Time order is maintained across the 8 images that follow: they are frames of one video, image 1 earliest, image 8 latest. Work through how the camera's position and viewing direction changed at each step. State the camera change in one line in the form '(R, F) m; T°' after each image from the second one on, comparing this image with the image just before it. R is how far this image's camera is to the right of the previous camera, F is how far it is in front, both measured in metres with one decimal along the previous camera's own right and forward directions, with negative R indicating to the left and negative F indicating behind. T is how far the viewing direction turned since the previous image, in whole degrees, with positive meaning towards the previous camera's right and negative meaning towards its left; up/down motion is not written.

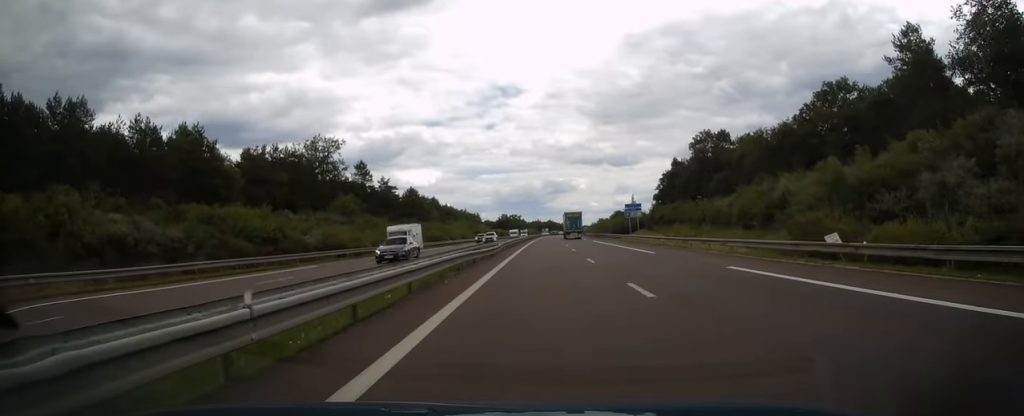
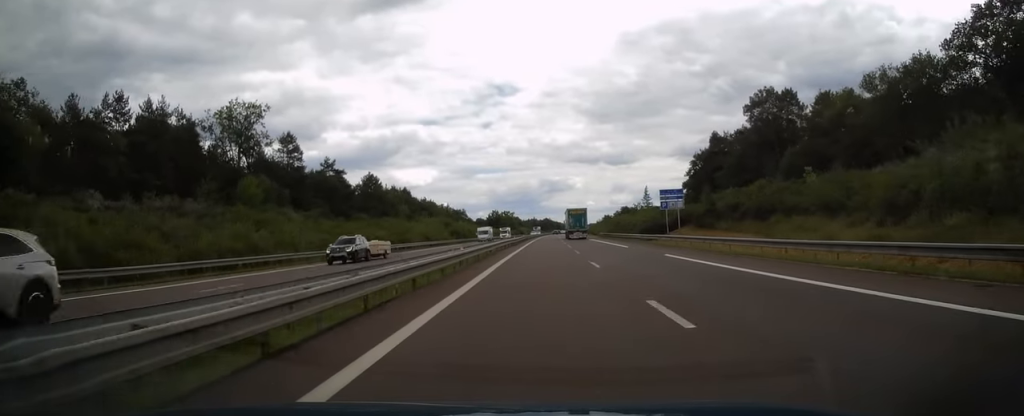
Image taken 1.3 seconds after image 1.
(+0.3, +42.7) m; 0°
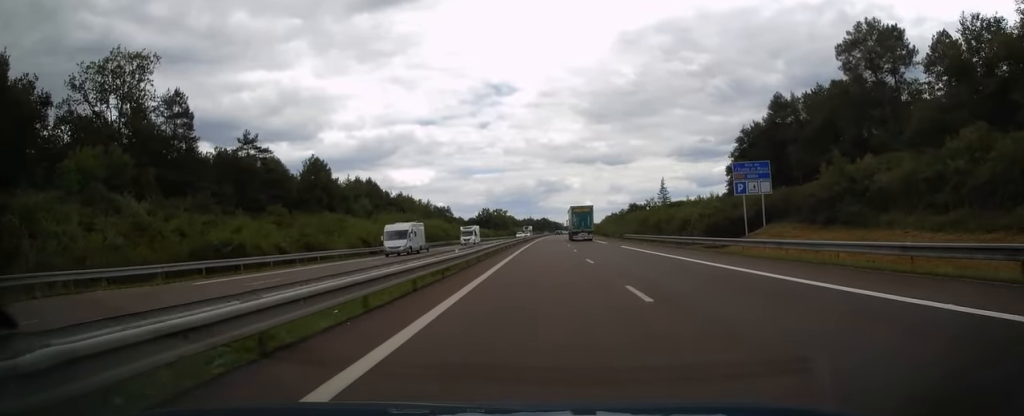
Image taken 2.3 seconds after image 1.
(0.0, +36.0) m; 0°
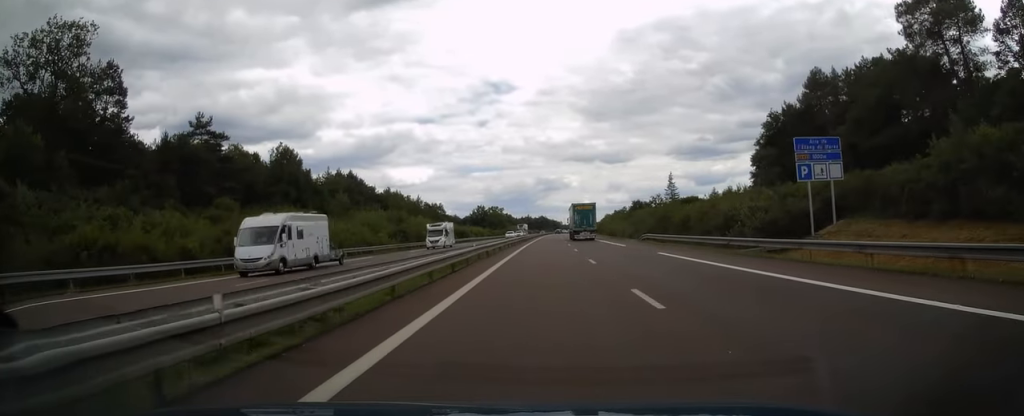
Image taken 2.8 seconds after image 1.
(0.0, +14.1) m; 0°
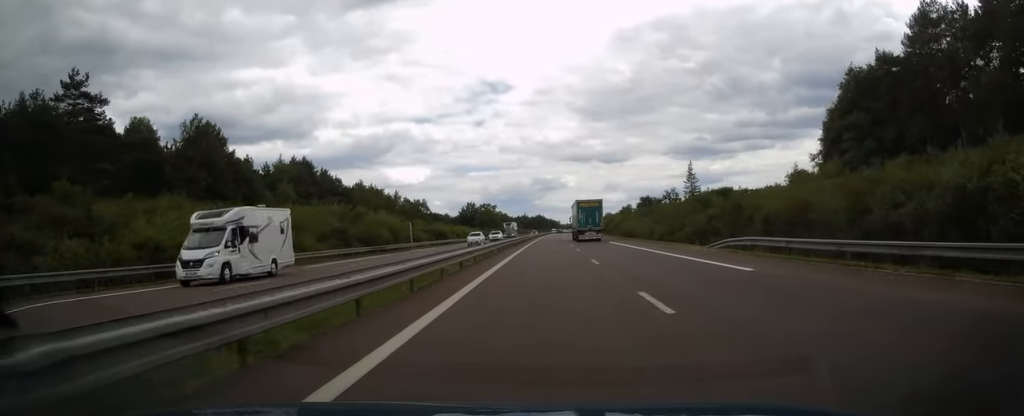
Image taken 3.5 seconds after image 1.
(+0.1, +26.5) m; 0°
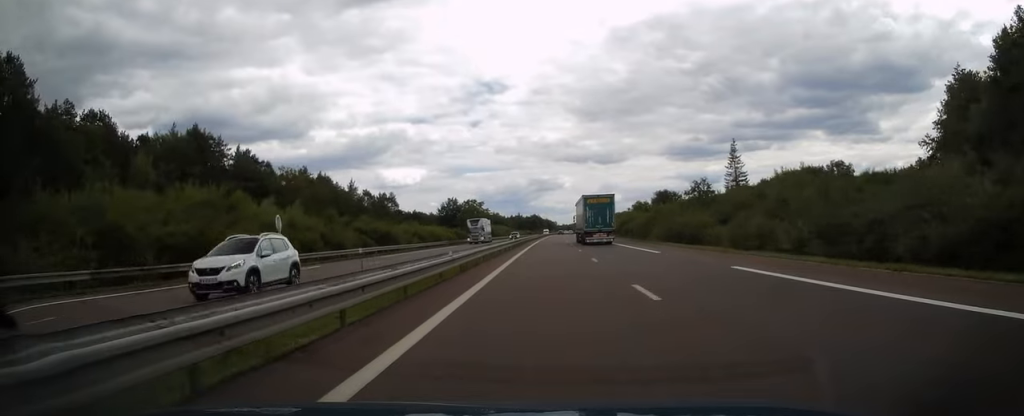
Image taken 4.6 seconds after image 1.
(+0.2, +37.1) m; 0°
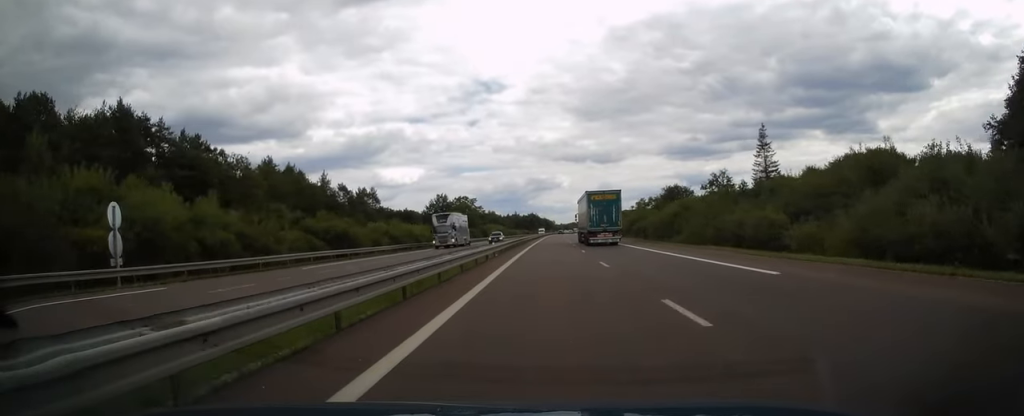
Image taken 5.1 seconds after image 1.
(0.0, +16.3) m; 0°
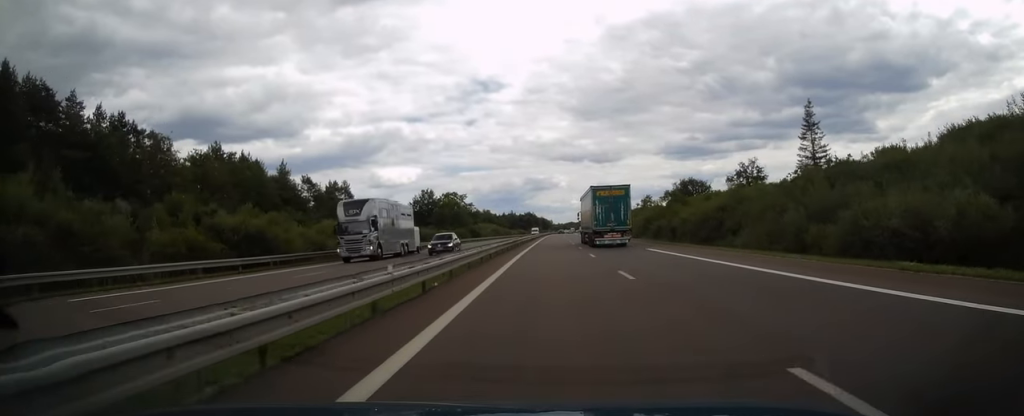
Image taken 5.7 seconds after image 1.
(0.0, +18.6) m; 0°
